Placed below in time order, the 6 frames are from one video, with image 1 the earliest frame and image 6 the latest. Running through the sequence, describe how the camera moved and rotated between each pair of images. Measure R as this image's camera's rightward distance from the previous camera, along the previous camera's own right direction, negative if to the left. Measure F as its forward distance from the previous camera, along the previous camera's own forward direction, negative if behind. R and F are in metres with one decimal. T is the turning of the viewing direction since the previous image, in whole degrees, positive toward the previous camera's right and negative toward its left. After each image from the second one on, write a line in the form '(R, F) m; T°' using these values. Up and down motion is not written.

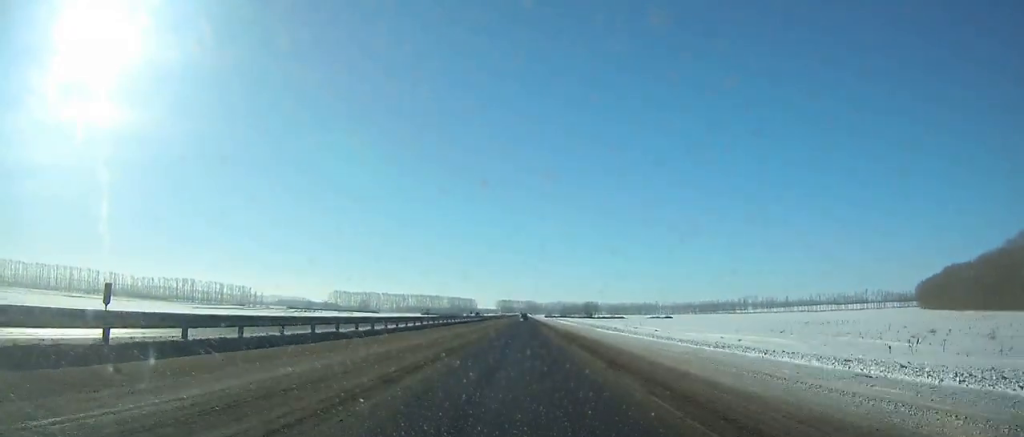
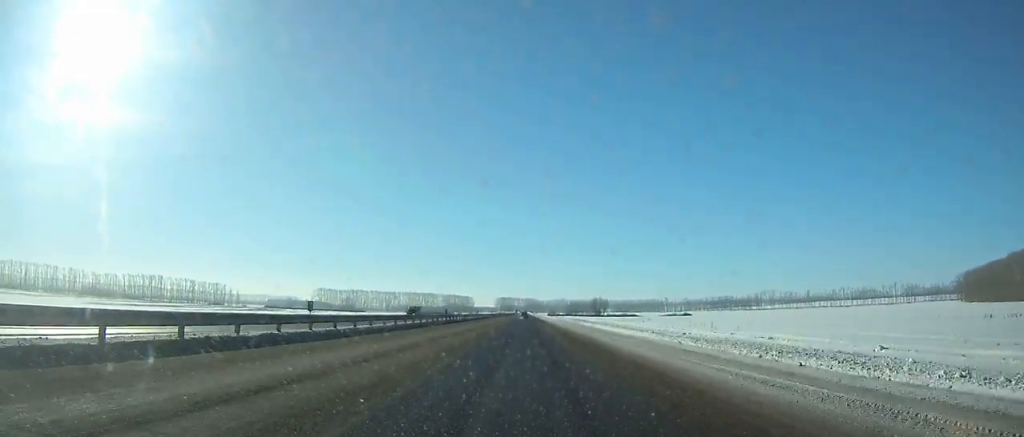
(-0.1, +66.4) m; 0°
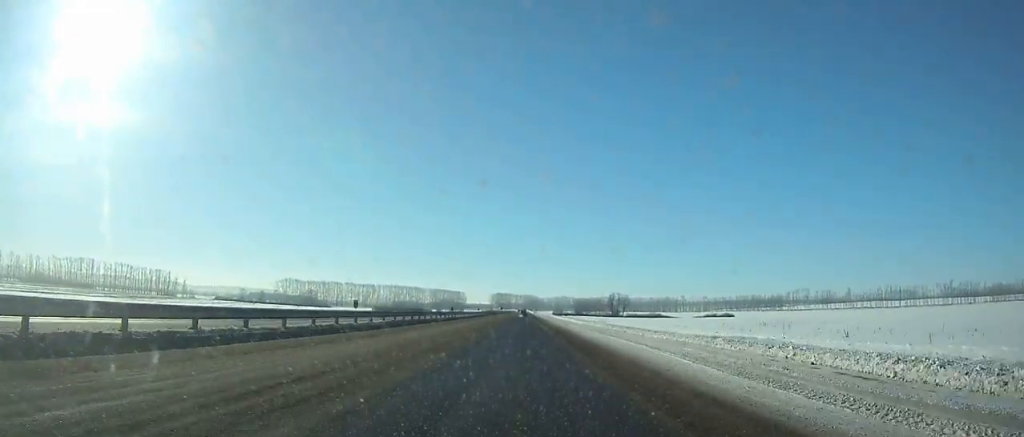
(0.0, +115.4) m; 0°
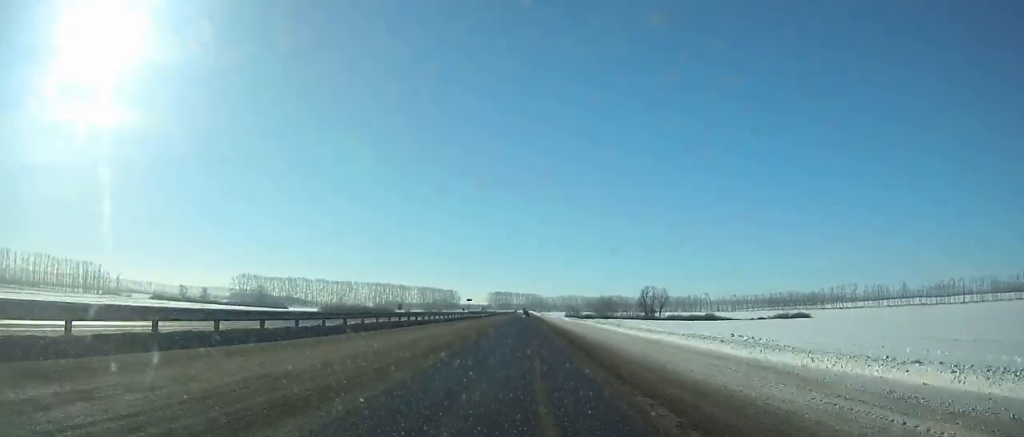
(-0.2, +106.8) m; 0°
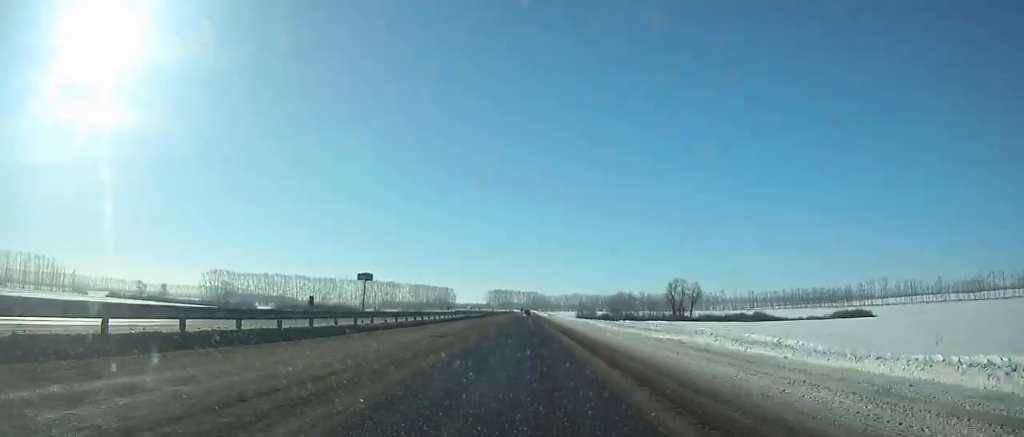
(-0.1, +53.9) m; 0°
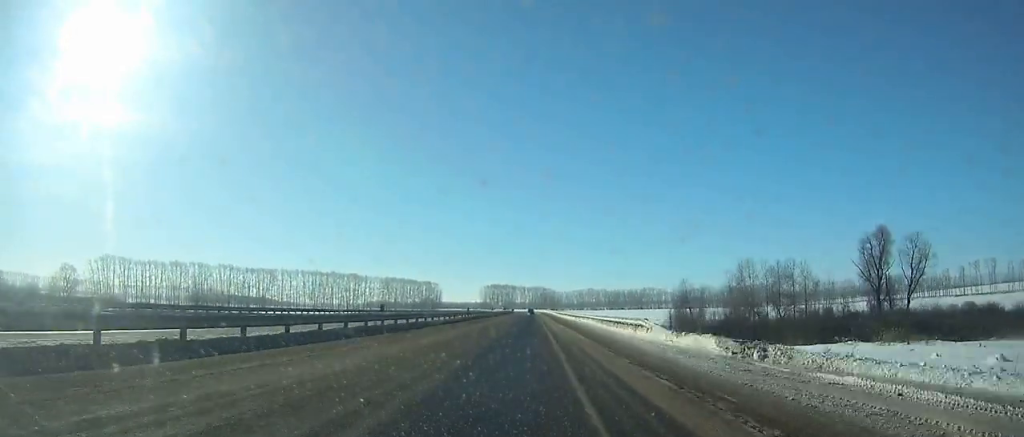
(-0.2, +144.4) m; 0°
